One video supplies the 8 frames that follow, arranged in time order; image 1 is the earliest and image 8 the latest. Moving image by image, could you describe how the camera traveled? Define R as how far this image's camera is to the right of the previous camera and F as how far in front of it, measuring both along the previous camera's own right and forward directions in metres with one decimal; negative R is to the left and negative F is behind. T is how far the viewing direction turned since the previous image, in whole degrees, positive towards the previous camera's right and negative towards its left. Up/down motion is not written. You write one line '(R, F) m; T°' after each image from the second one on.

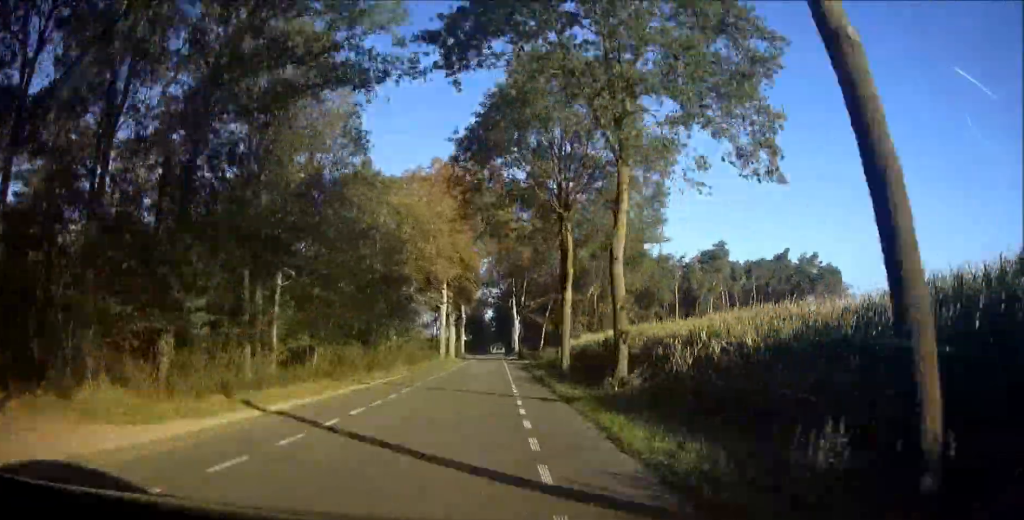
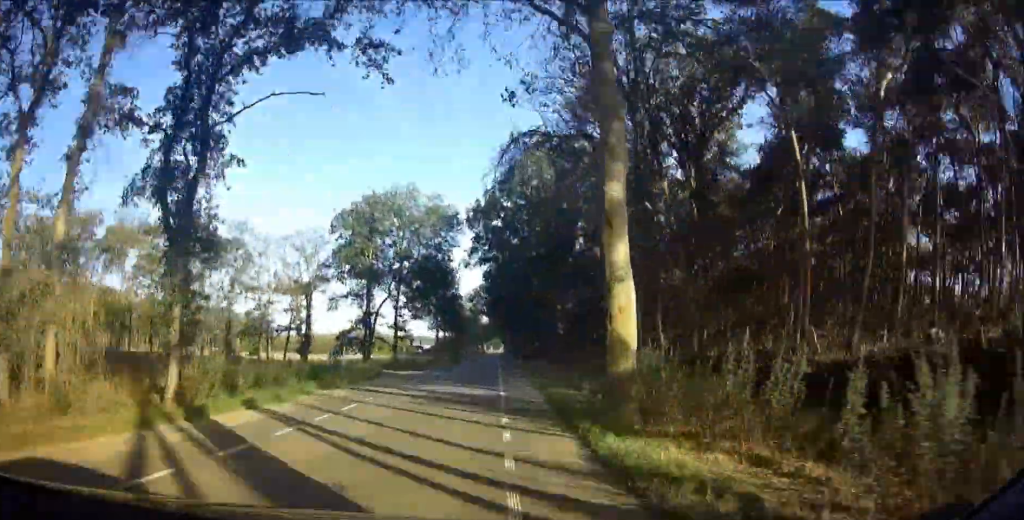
(+0.3, +96.7) m; +1°
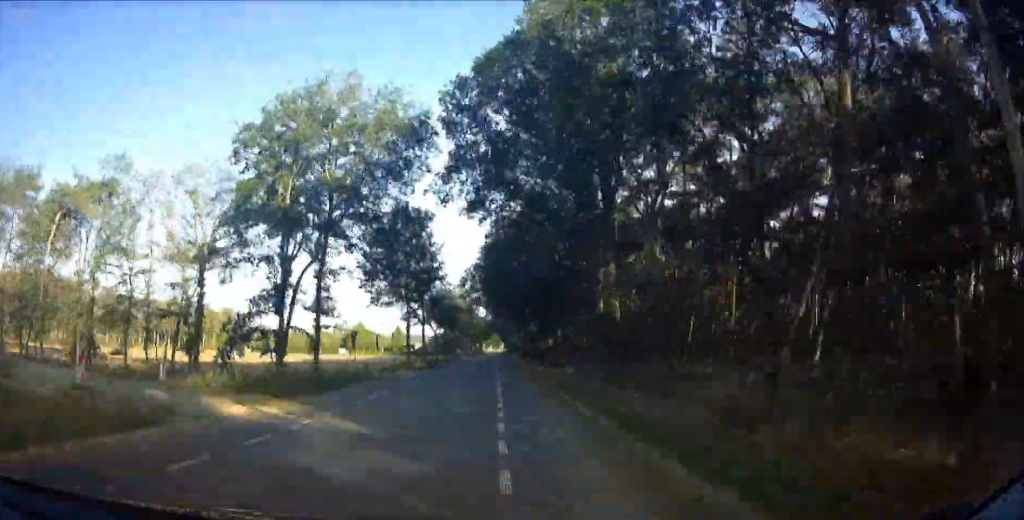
(0.0, +21.0) m; 0°
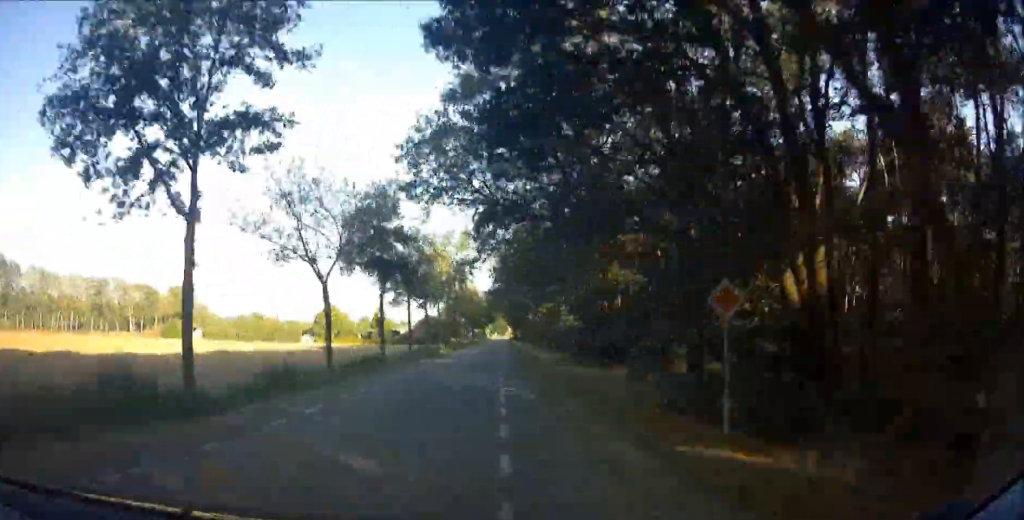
(+0.4, +43.6) m; +1°
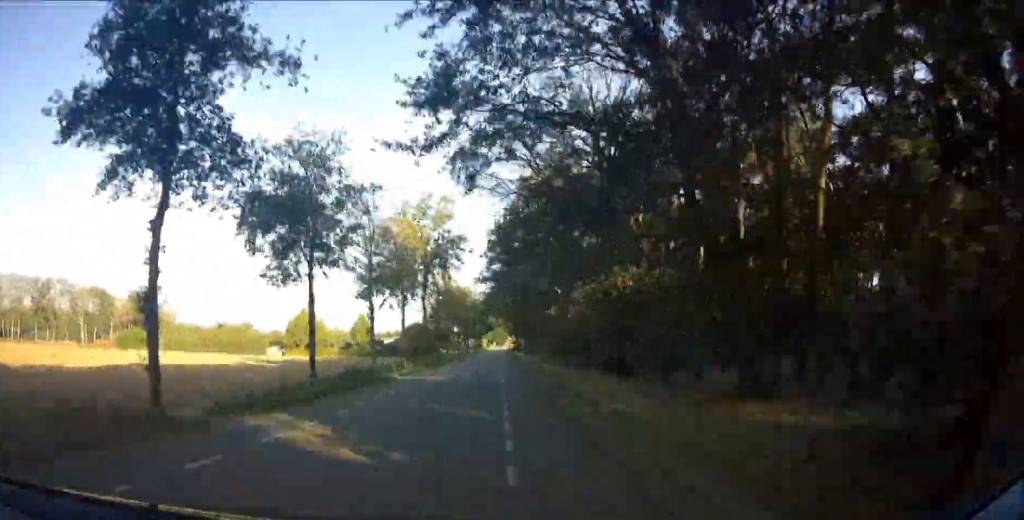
(+0.1, +22.6) m; 0°
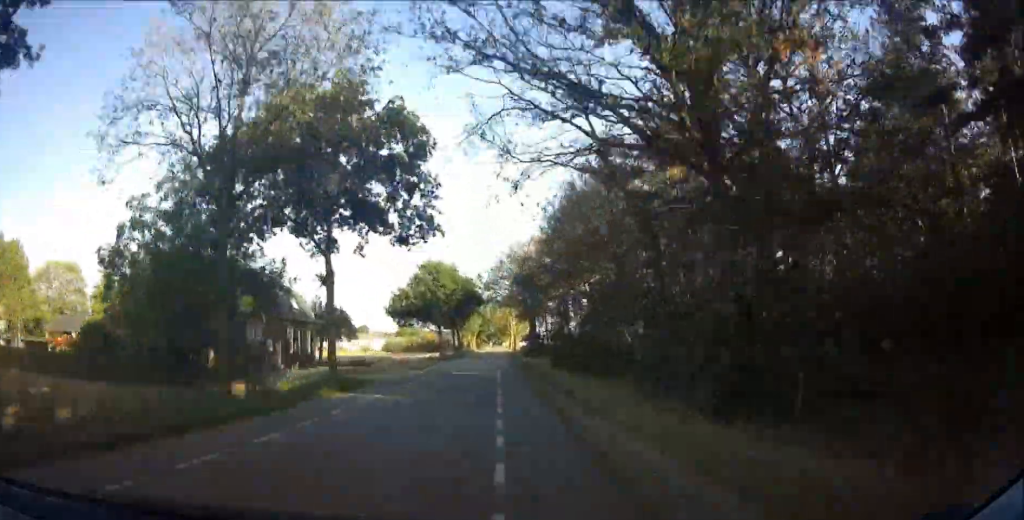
(-0.6, +101.3) m; 0°
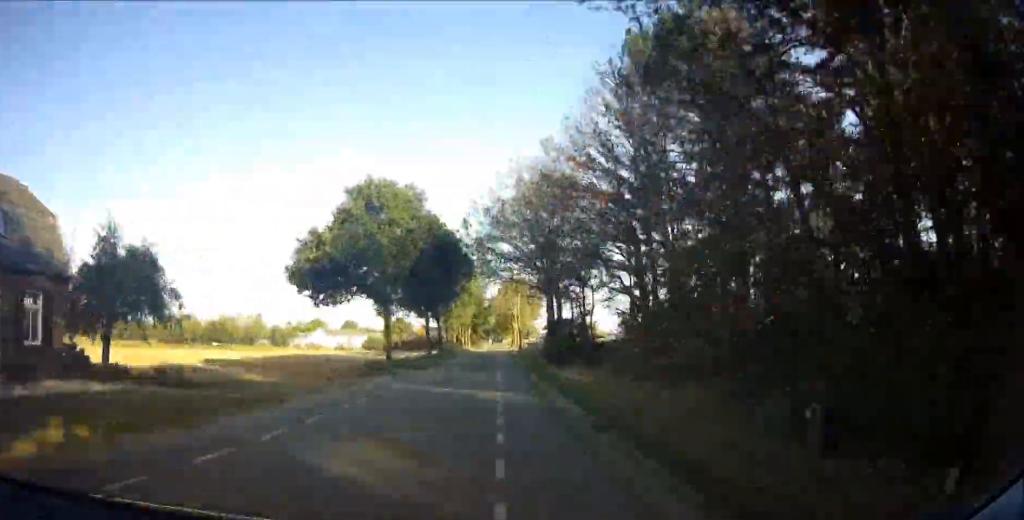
(0.0, +32.1) m; 0°
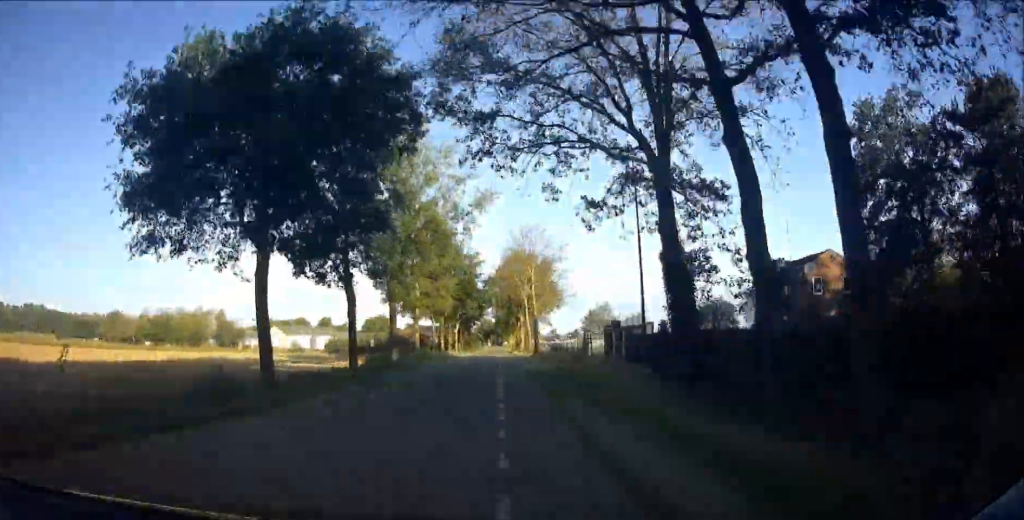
(0.0, +40.1) m; 0°
